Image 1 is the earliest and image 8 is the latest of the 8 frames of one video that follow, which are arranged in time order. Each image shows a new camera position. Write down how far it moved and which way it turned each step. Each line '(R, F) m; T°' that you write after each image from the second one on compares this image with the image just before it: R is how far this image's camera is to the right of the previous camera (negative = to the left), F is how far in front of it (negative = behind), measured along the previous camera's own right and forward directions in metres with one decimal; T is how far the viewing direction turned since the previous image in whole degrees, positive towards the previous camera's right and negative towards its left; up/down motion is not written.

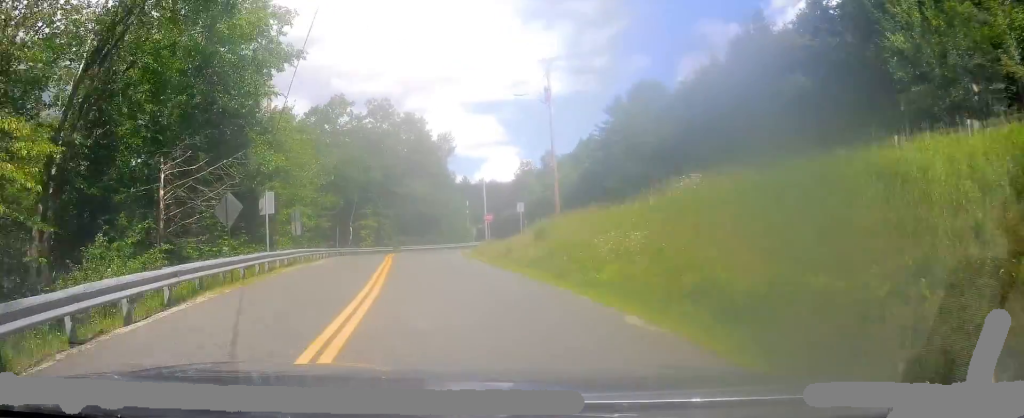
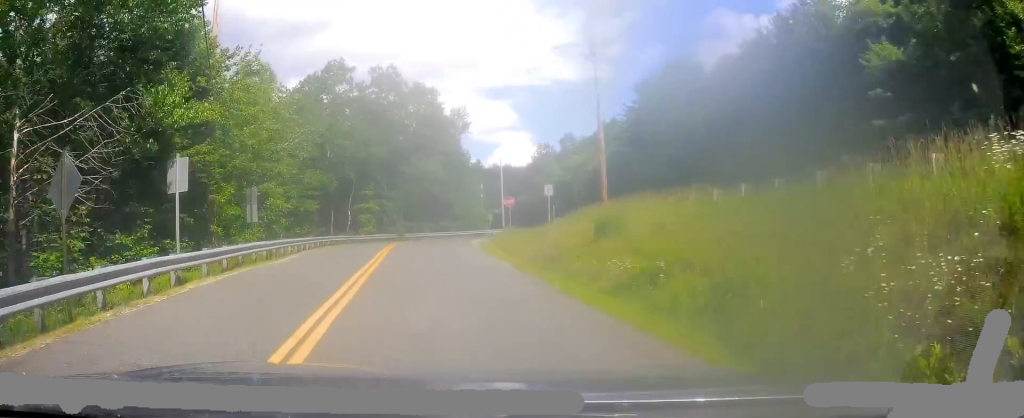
(+0.1, +9.0) m; +1°
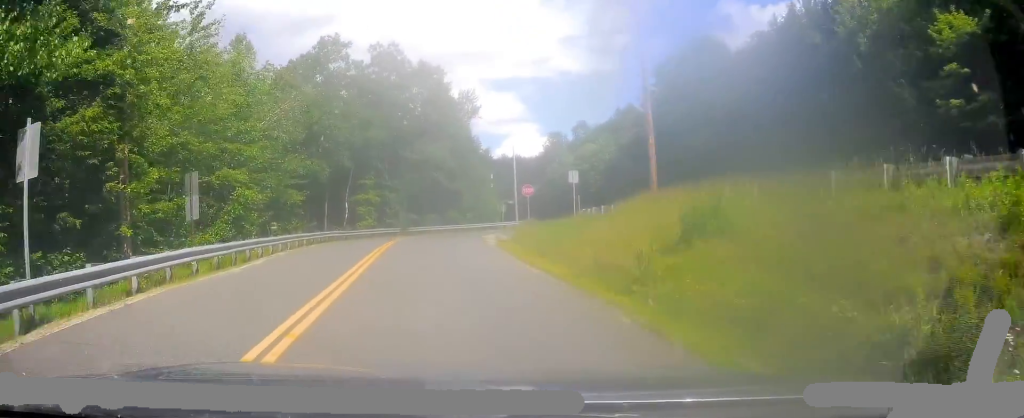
(0.0, +6.1) m; 0°
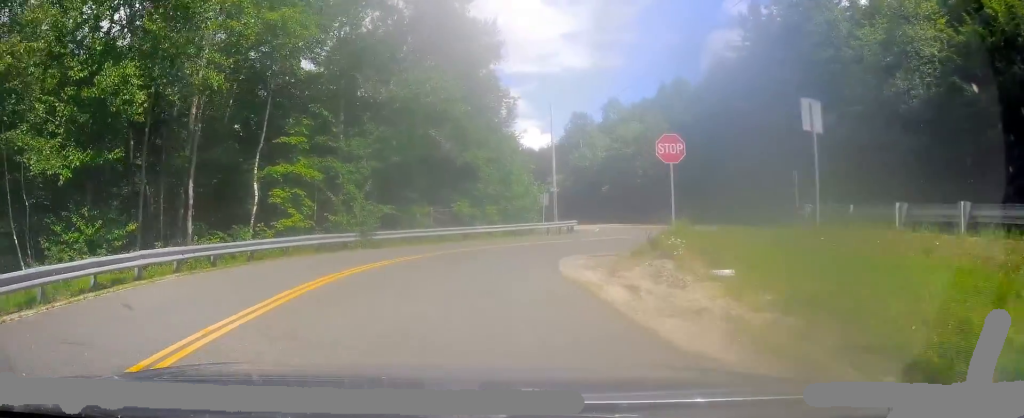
(+0.1, +24.8) m; +3°
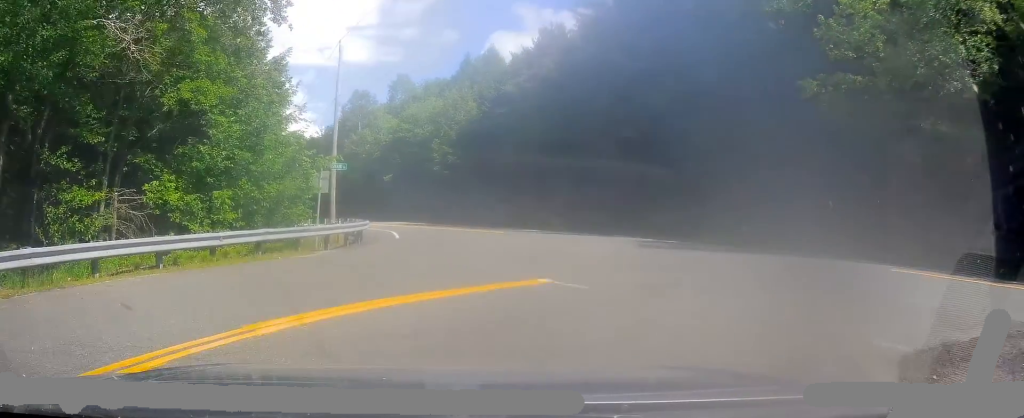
(+1.5, +16.2) m; +20°
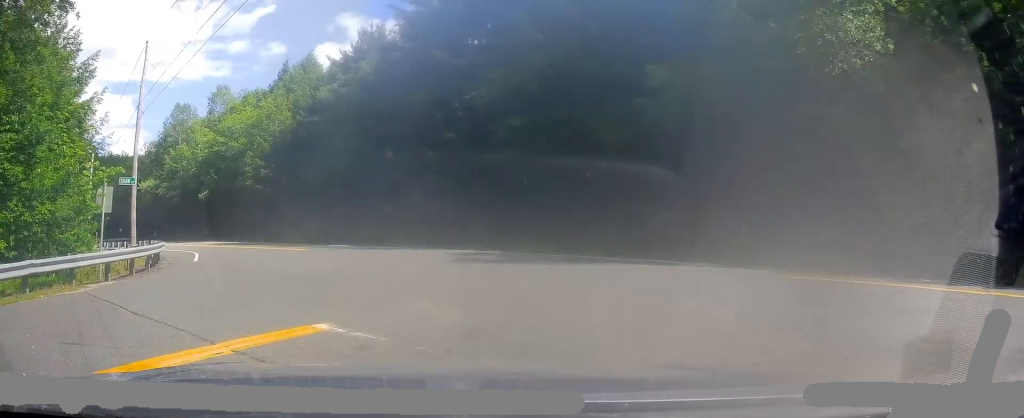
(+0.1, +3.2) m; +18°
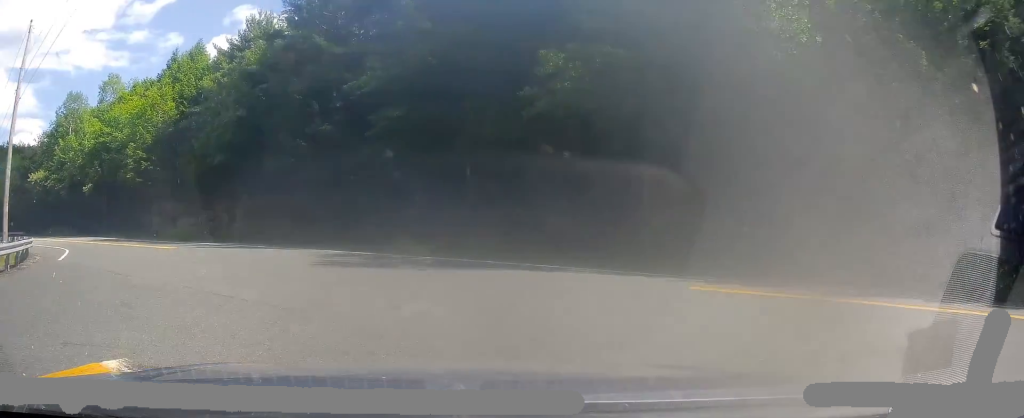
(+0.5, +1.7) m; +22°
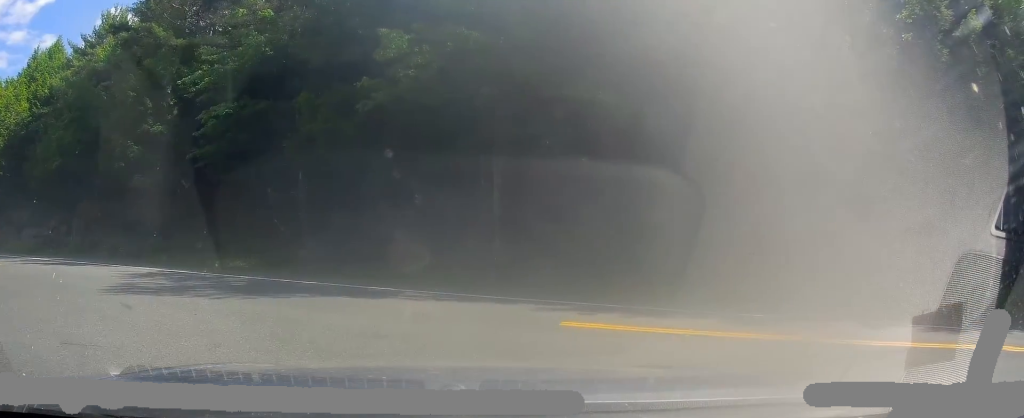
(+1.4, +2.8) m; +39°
